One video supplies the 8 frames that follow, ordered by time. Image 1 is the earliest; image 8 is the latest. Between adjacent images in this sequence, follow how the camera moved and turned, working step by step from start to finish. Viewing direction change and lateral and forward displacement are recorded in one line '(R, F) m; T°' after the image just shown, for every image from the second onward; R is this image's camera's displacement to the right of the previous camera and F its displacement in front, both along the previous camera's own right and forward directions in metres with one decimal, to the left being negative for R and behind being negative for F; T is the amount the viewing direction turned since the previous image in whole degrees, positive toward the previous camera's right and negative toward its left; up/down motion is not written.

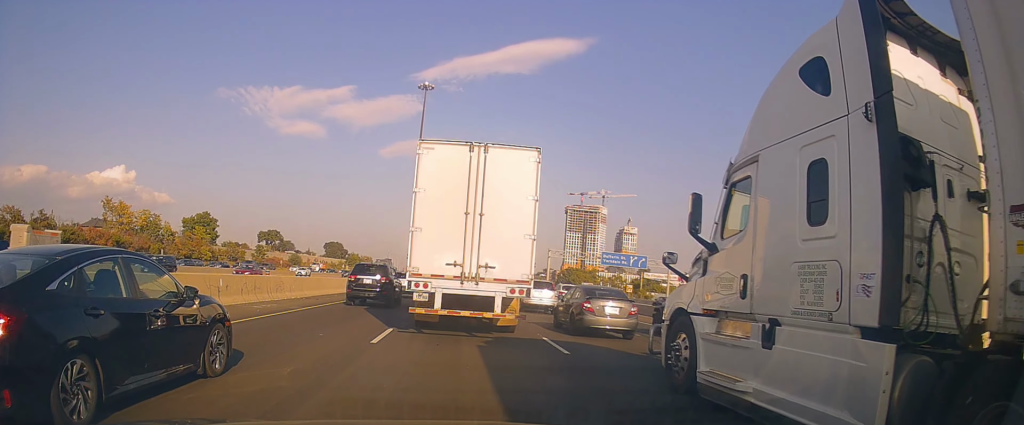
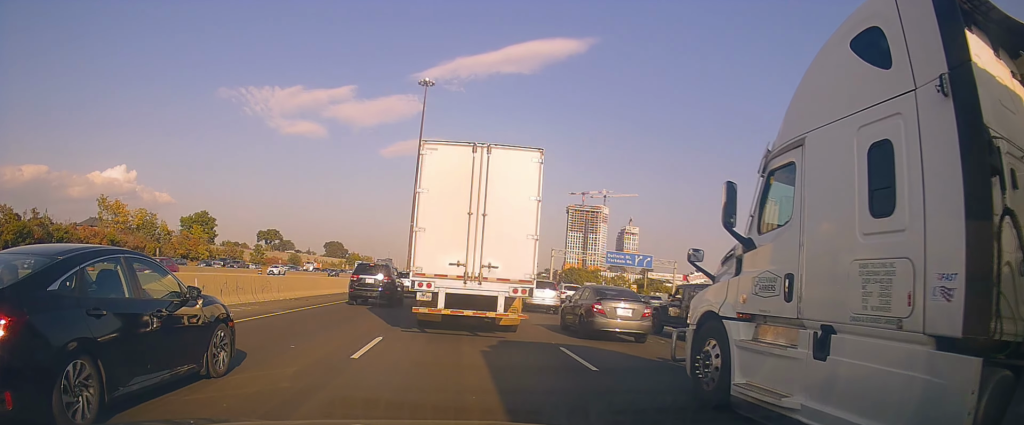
(0.0, +2.1) m; -2°
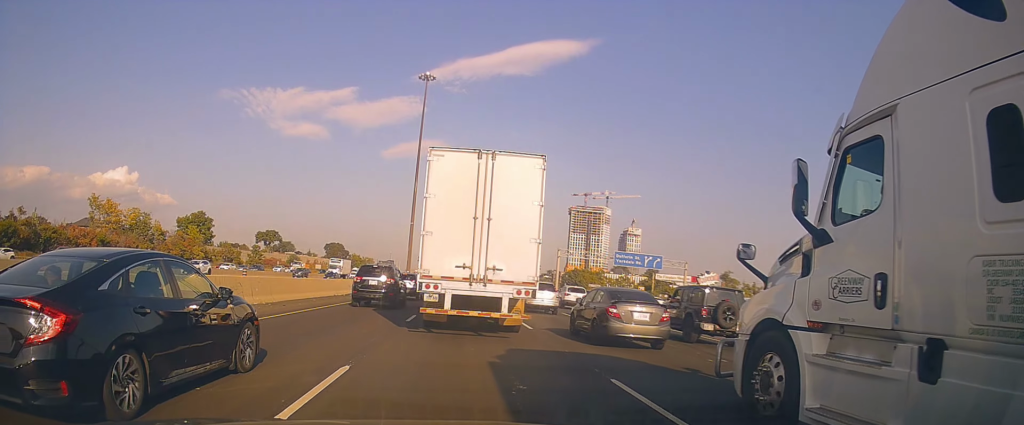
(-0.1, +3.9) m; 0°
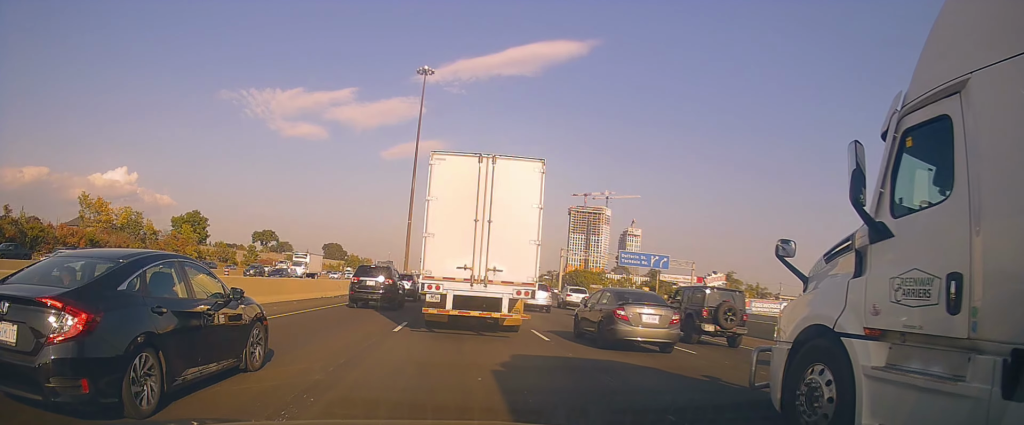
(+0.1, +3.2) m; +4°
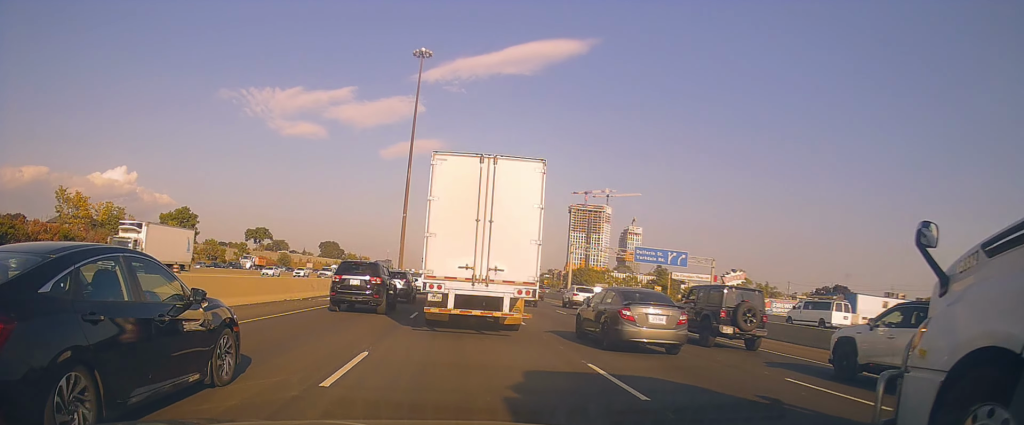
(+0.6, +7.0) m; 0°
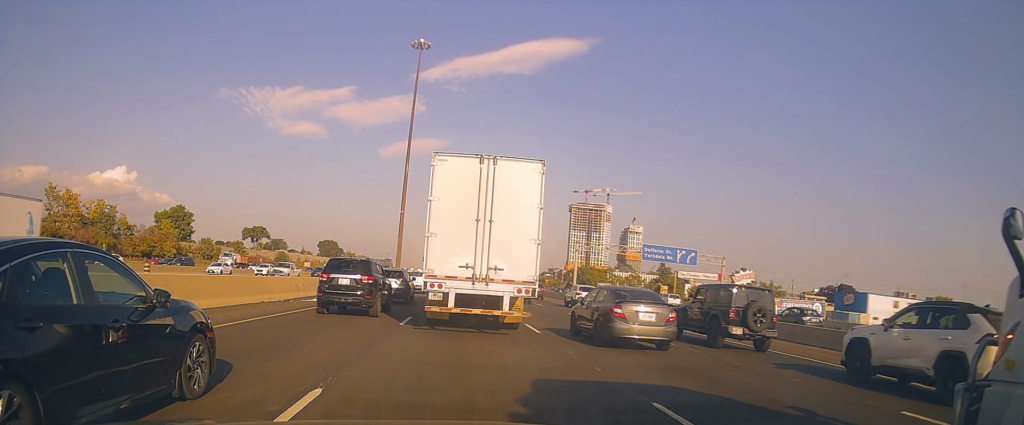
(-0.3, +3.3) m; 0°
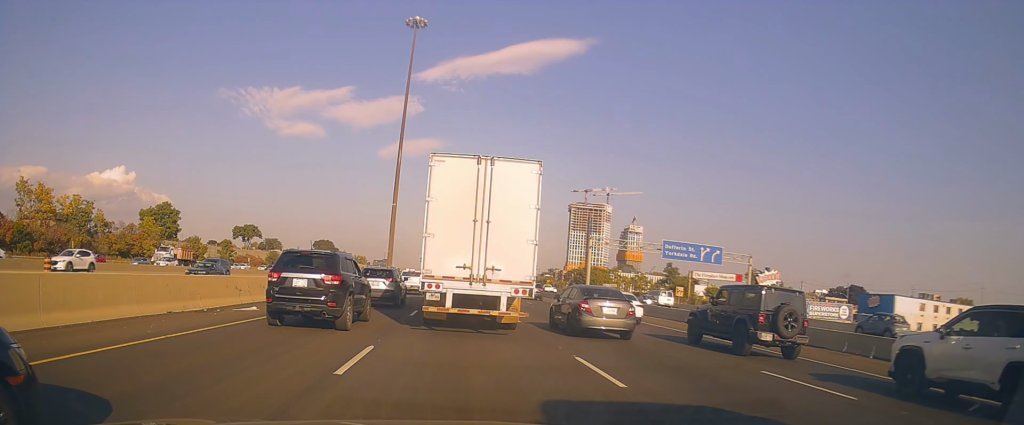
(+0.4, +7.9) m; +2°
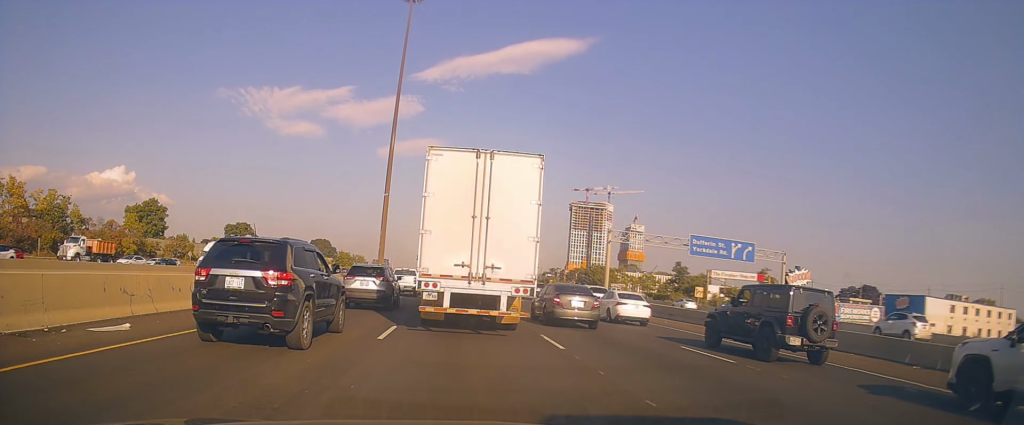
(-0.5, +7.9) m; -1°
